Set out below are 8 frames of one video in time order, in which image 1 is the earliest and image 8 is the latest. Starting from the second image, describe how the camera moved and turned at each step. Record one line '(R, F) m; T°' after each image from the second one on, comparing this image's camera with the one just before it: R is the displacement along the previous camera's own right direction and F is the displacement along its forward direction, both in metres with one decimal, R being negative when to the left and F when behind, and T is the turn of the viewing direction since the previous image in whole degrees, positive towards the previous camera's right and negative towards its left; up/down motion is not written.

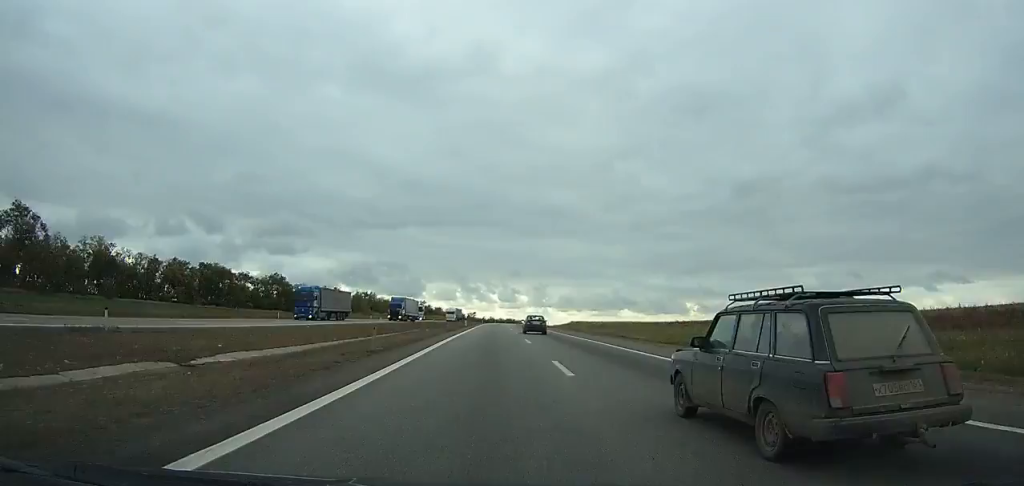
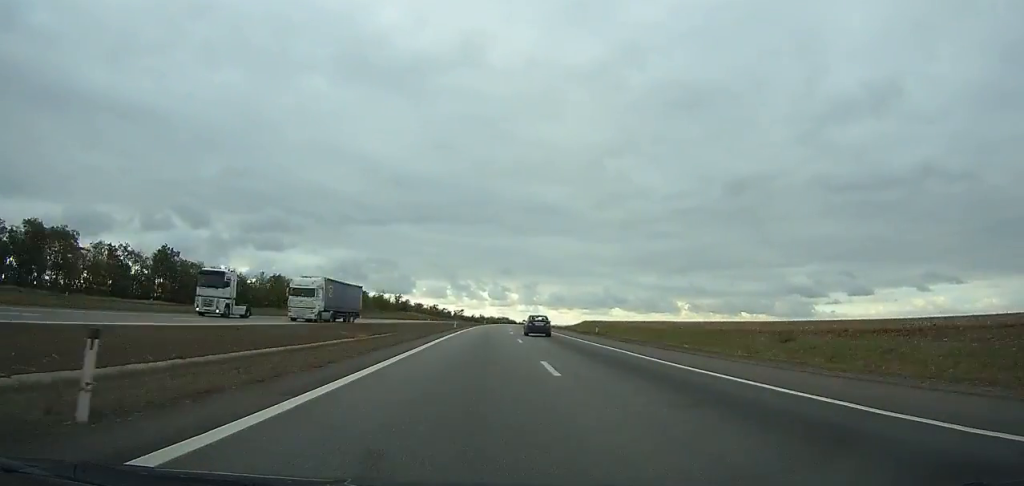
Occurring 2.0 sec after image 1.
(+0.5, +65.5) m; +1°
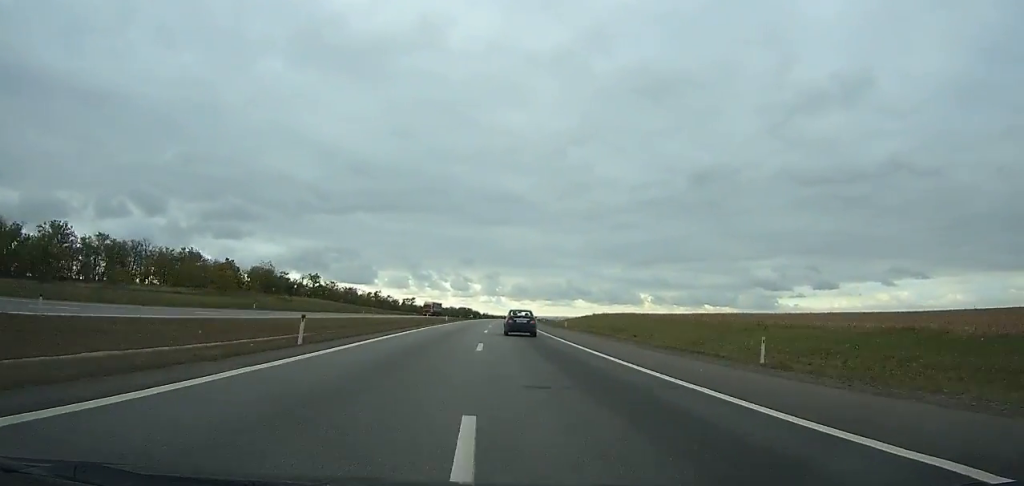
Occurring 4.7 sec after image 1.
(+1.3, +89.8) m; +2°
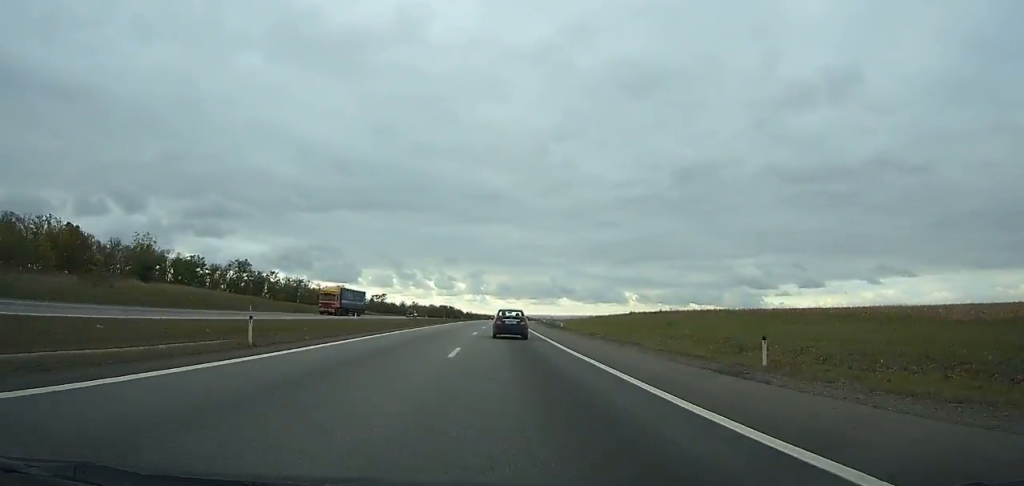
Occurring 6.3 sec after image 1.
(-0.1, +53.6) m; +2°
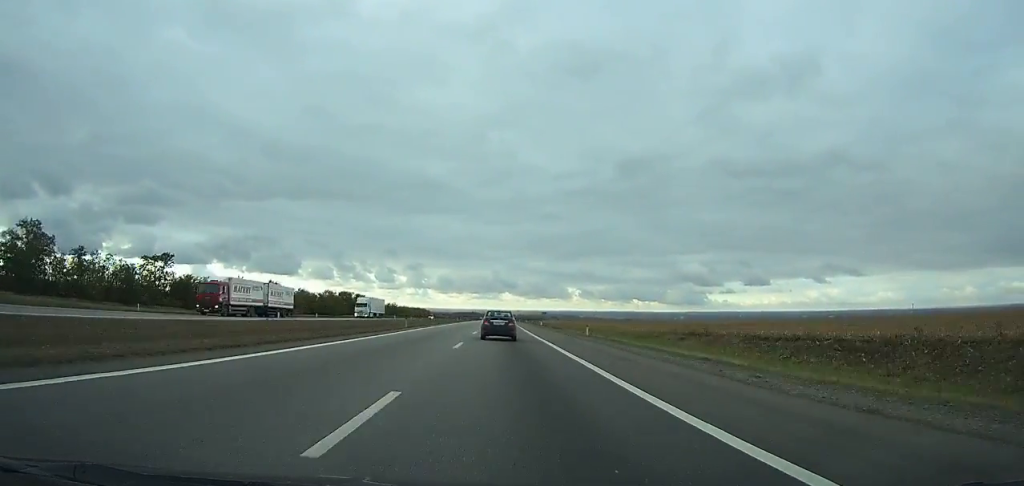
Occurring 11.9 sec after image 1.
(+9.3, +178.8) m; +5°
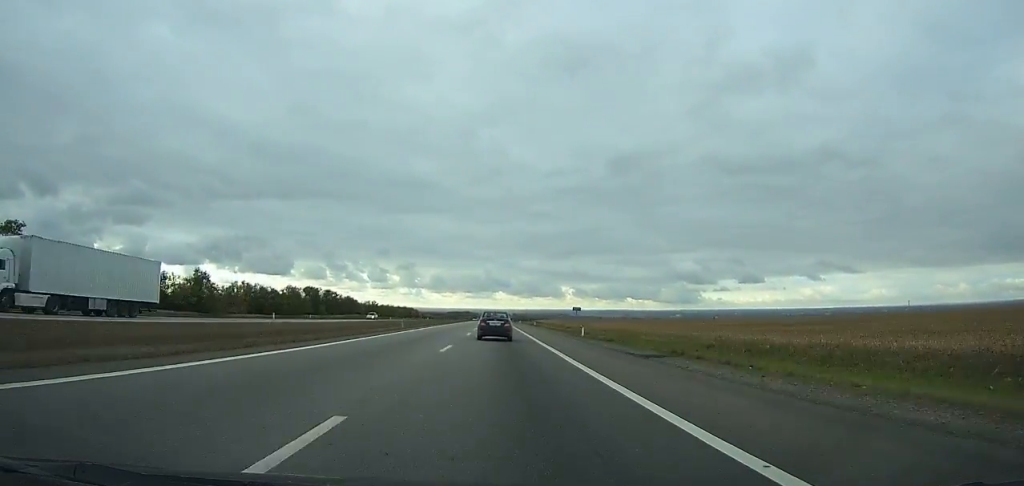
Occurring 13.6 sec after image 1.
(+0.8, +48.4) m; +1°
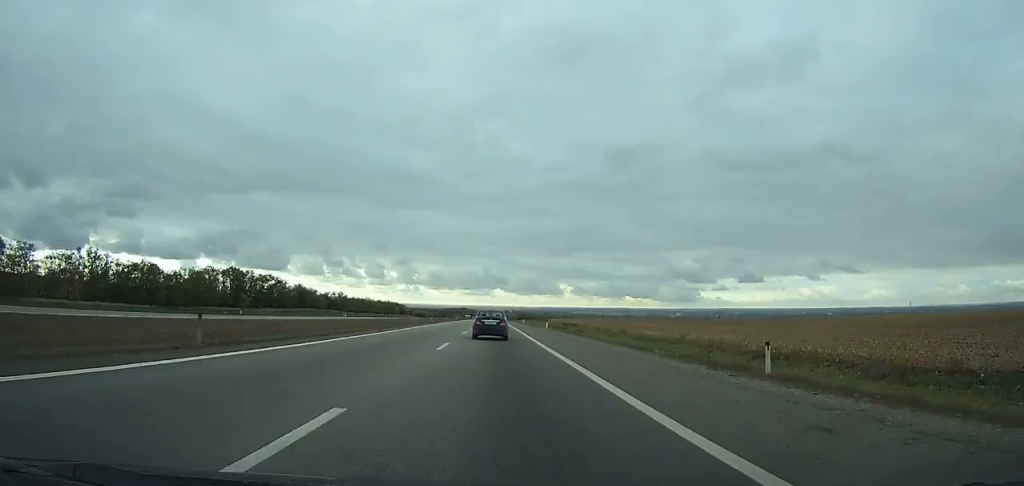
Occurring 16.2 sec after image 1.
(+0.8, +72.9) m; +1°
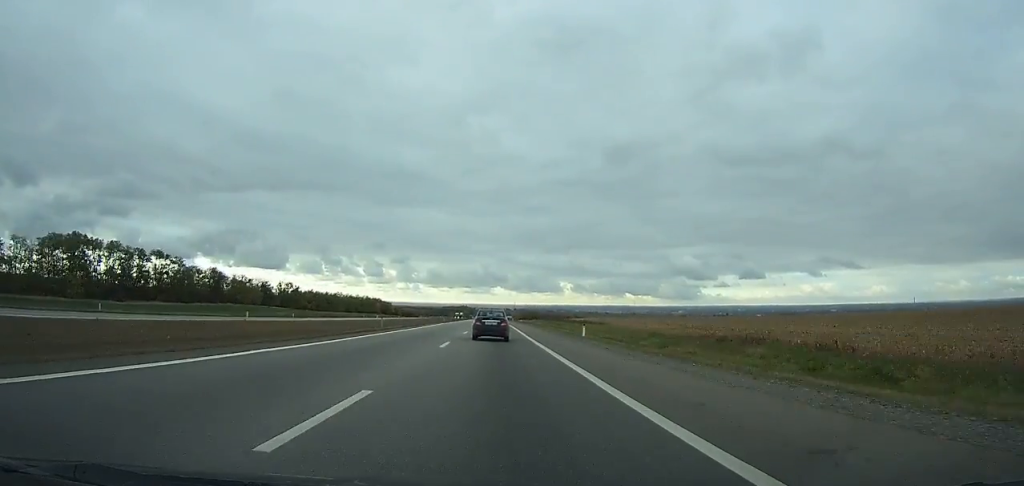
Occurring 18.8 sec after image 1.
(+0.1, +73.0) m; 0°
